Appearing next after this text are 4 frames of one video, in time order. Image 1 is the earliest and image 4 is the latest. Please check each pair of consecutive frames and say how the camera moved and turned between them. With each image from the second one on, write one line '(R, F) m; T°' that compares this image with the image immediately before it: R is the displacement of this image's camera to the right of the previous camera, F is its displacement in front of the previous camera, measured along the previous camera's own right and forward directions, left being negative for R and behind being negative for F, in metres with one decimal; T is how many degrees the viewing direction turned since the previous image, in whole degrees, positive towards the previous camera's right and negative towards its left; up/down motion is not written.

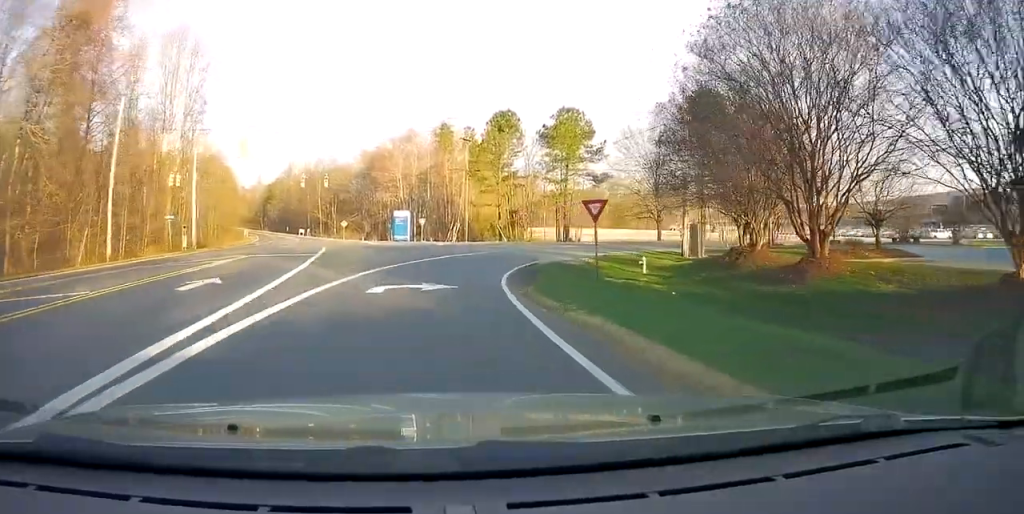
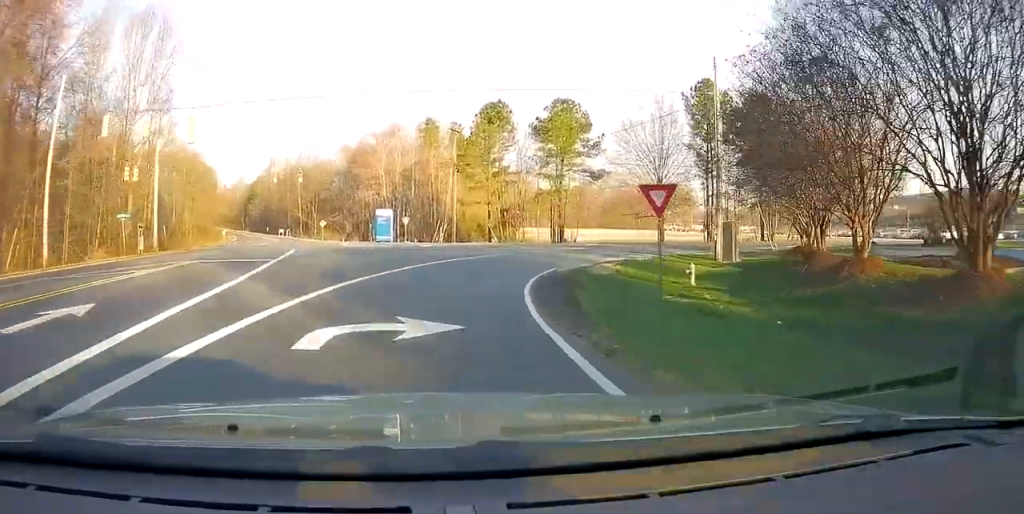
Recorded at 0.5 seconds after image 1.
(-0.3, +6.0) m; 0°
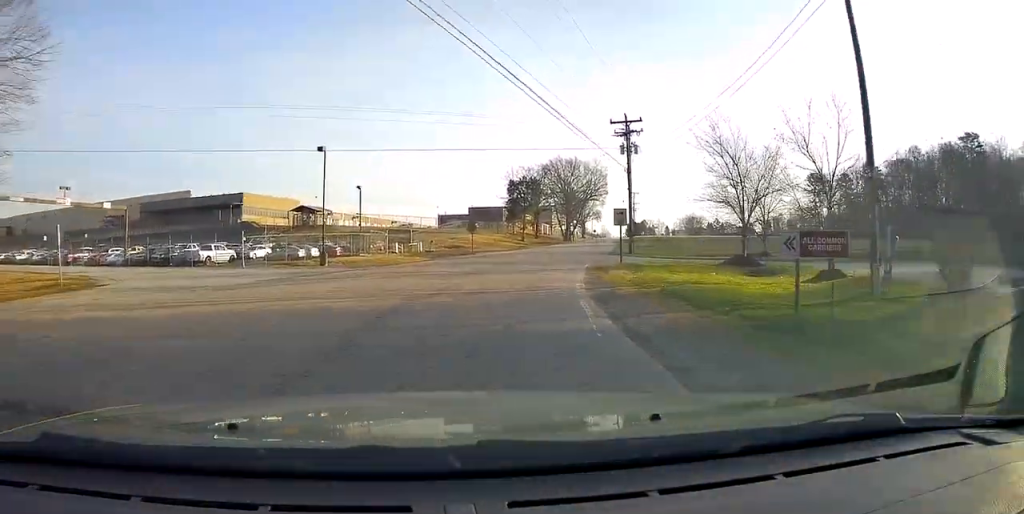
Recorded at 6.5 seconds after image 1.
(+33.9, +42.9) m; +78°
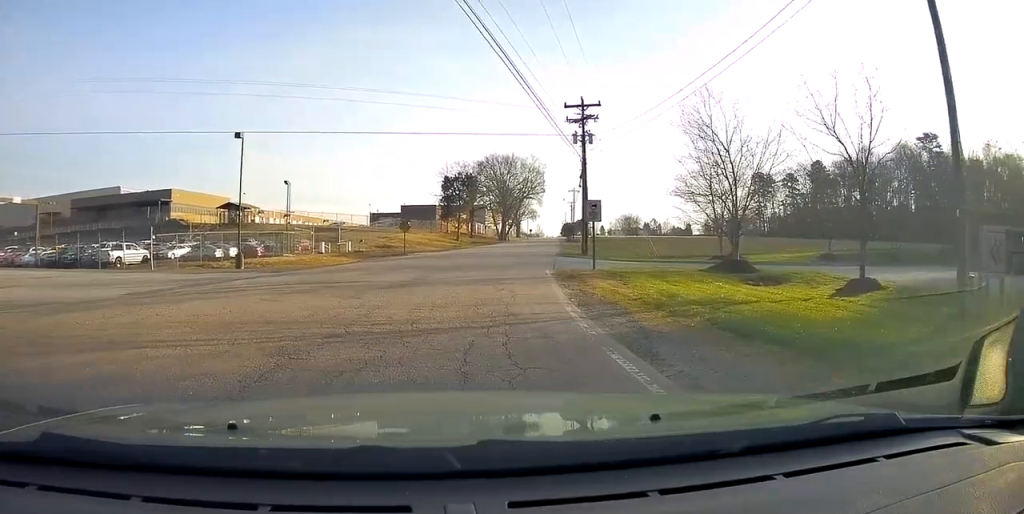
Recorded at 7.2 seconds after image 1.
(+0.3, +6.1) m; +6°
